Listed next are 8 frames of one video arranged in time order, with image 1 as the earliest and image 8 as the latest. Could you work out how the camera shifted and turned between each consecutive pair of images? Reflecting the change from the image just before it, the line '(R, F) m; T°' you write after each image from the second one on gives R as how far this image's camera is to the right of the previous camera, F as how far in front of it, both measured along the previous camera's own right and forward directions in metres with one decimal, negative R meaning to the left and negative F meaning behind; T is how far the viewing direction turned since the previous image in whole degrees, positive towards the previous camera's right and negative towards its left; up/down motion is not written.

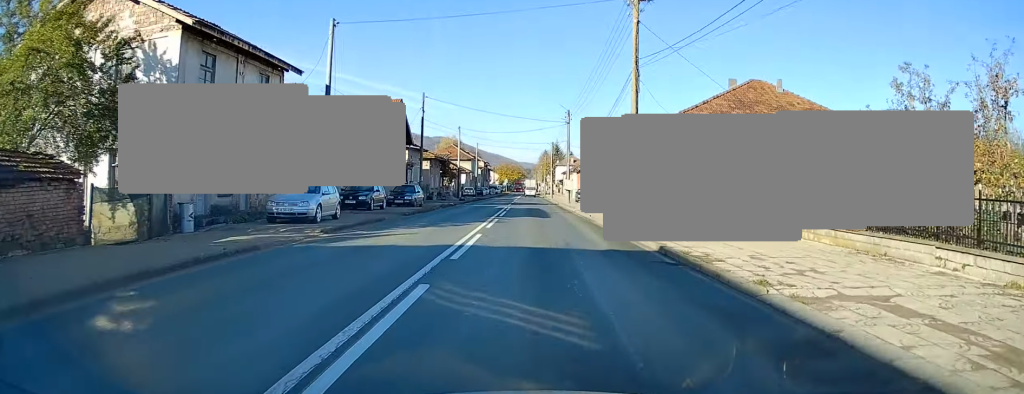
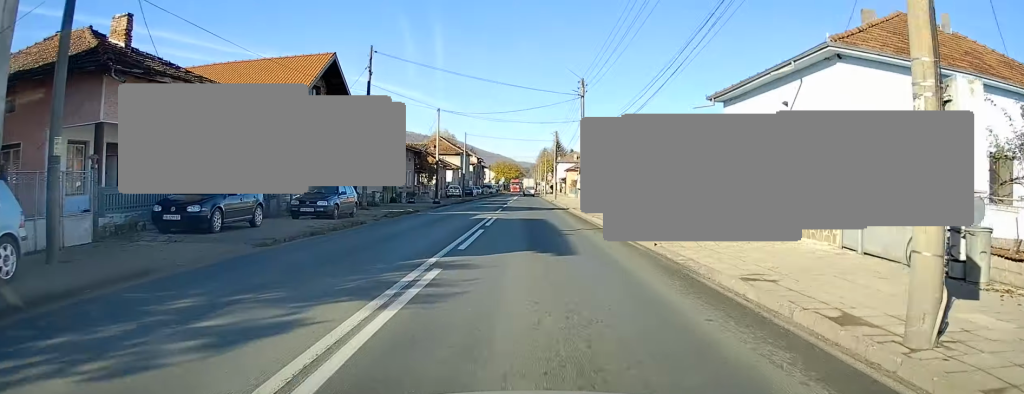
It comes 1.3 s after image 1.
(+0.3, +16.0) m; +1°
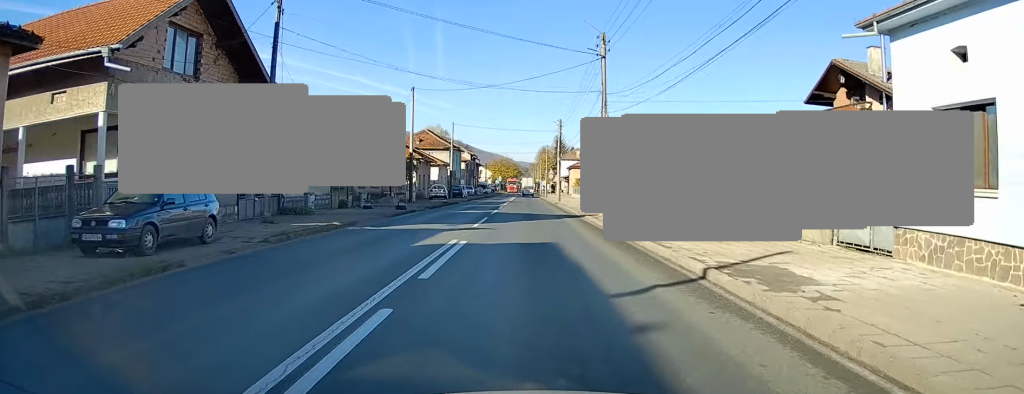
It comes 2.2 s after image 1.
(-0.1, +12.2) m; -1°
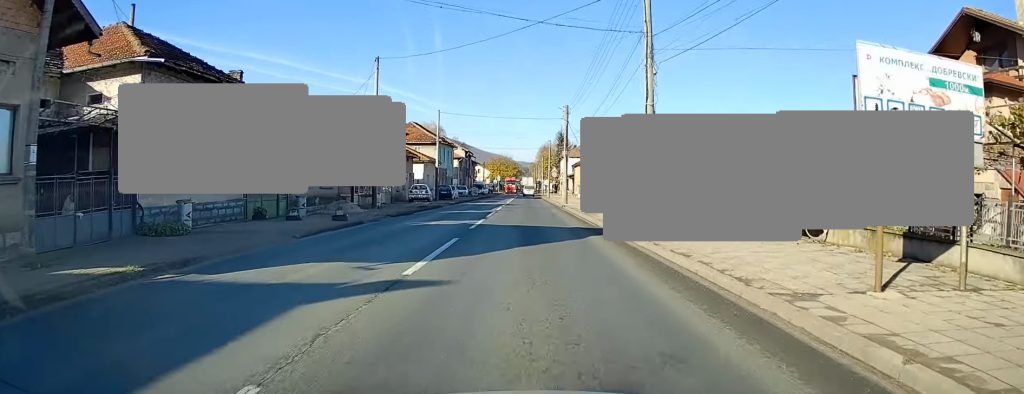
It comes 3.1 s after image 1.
(-0.1, +10.9) m; -1°
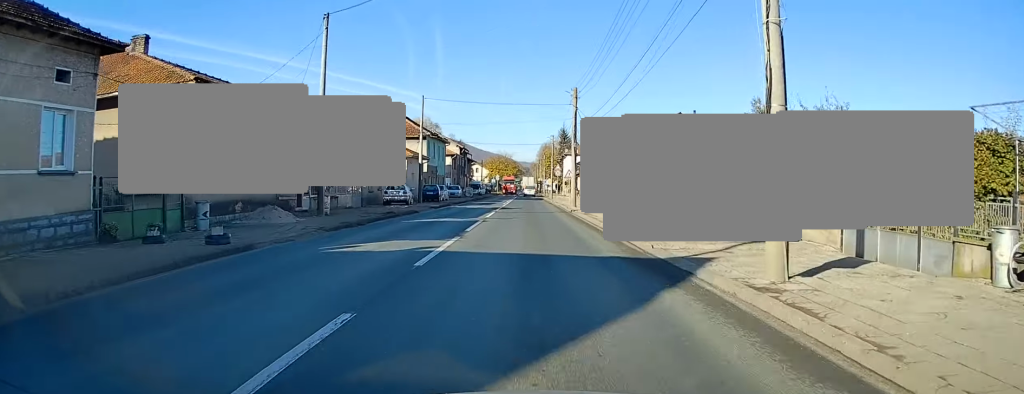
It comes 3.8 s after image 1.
(0.0, +9.2) m; 0°
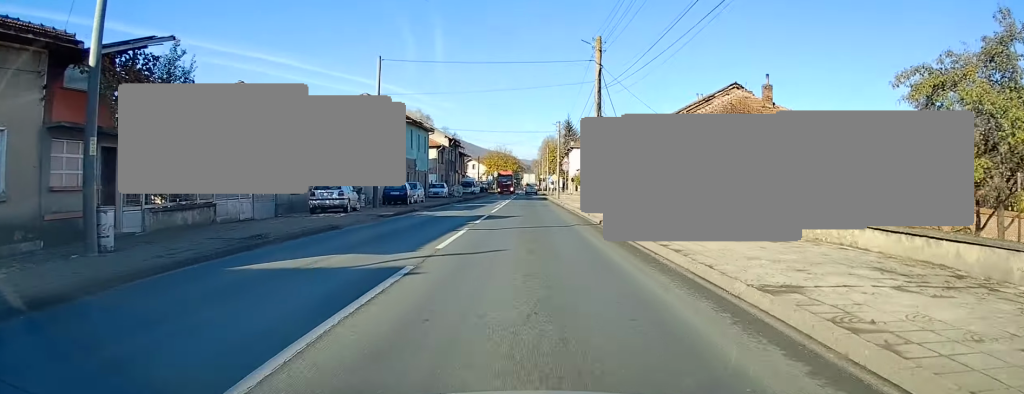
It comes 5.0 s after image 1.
(0.0, +14.6) m; 0°
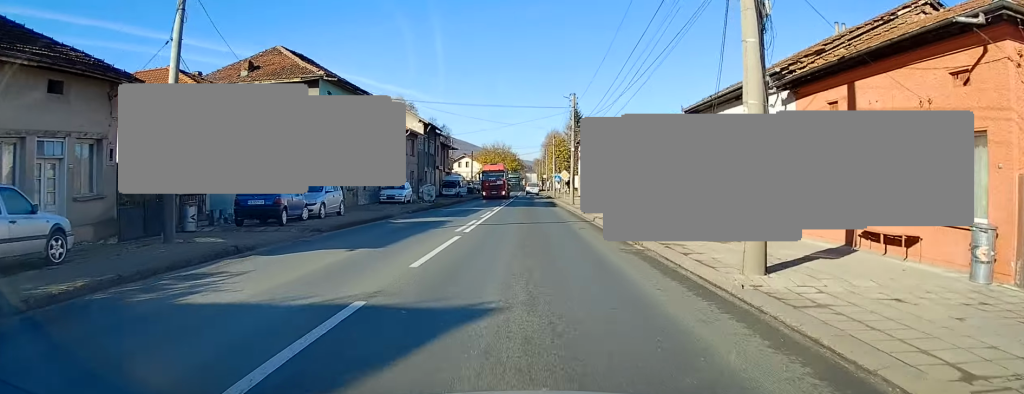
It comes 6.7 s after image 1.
(0.0, +20.6) m; 0°
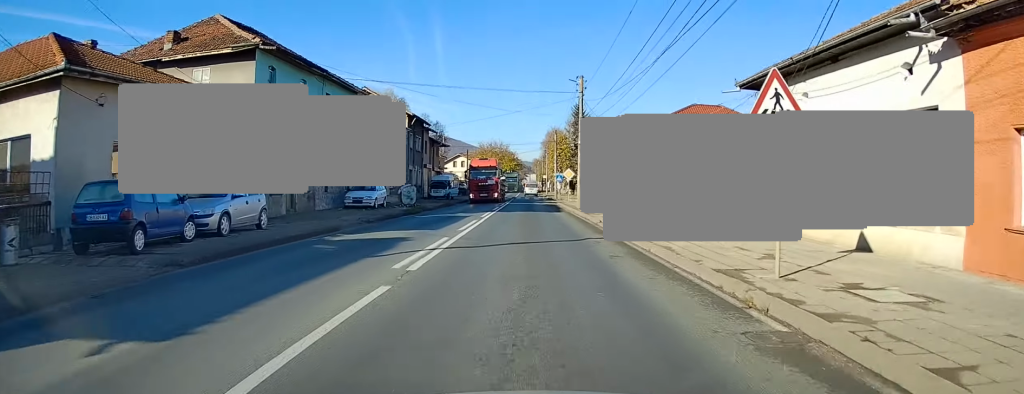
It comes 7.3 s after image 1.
(0.0, +7.8) m; 0°
